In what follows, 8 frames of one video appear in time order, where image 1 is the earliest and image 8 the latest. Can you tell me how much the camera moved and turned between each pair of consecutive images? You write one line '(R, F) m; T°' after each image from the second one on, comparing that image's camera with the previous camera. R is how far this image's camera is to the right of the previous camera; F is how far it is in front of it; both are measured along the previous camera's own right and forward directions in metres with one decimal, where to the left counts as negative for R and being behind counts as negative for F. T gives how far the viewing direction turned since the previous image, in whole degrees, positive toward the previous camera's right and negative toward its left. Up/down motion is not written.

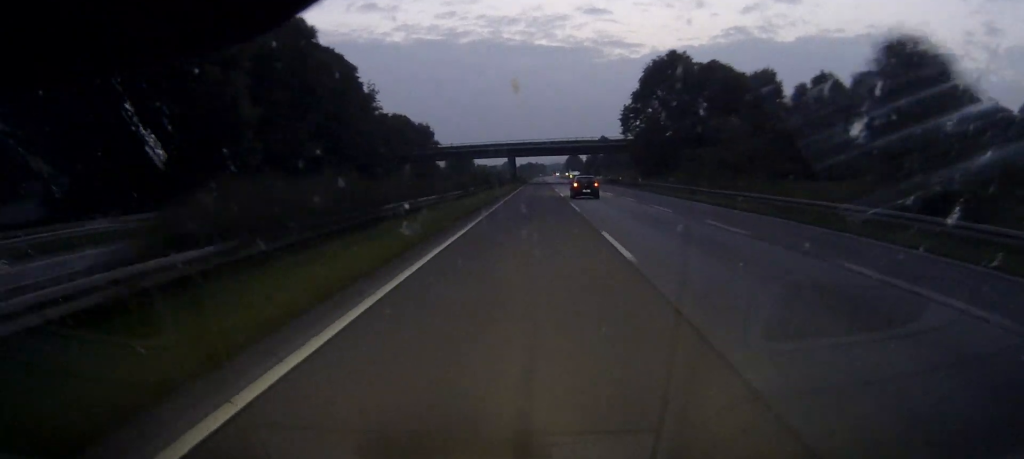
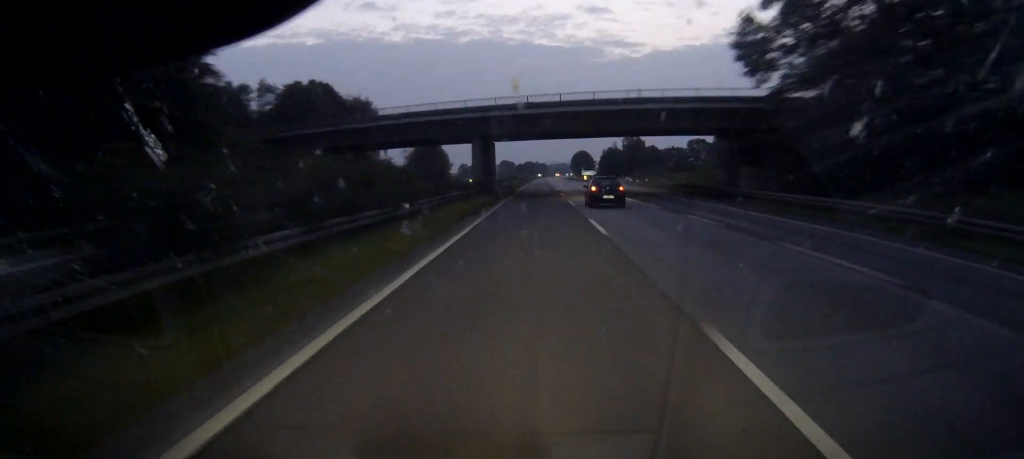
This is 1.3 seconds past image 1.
(0.0, +68.2) m; 0°
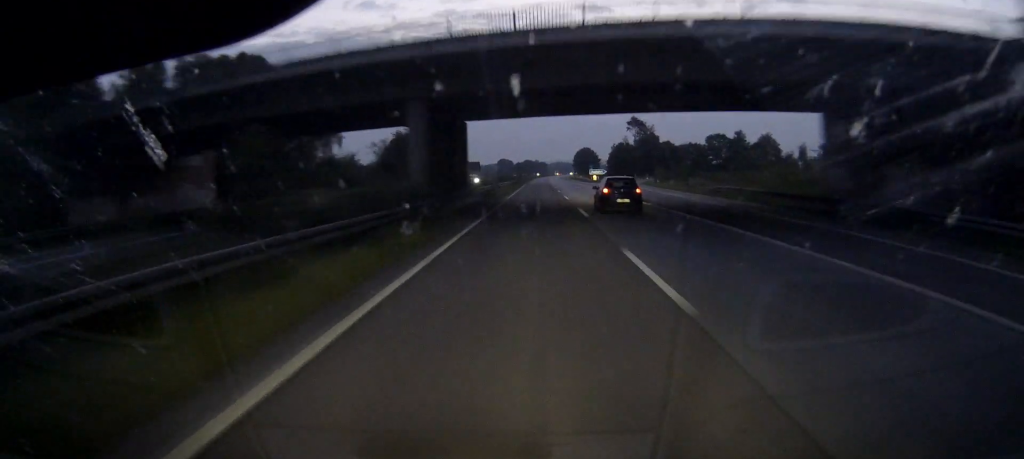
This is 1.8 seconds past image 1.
(0.0, +28.8) m; 0°
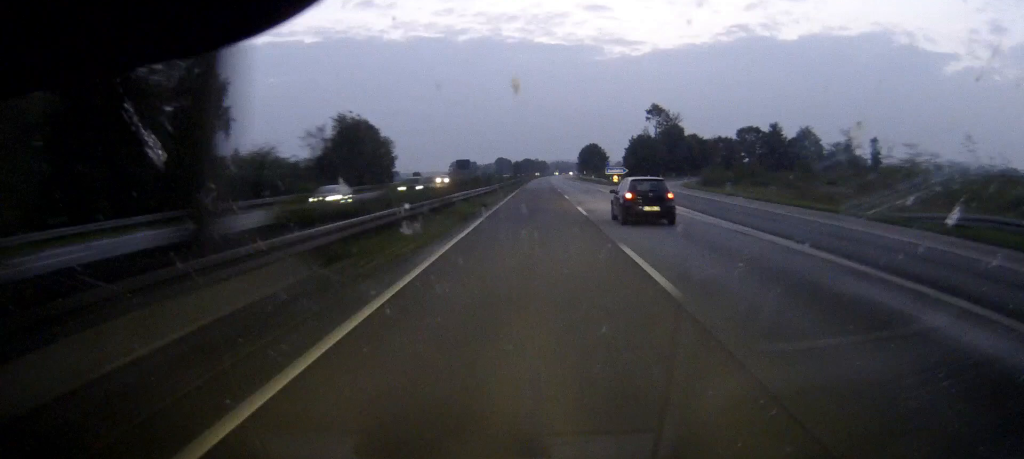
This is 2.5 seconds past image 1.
(0.0, +36.1) m; 0°
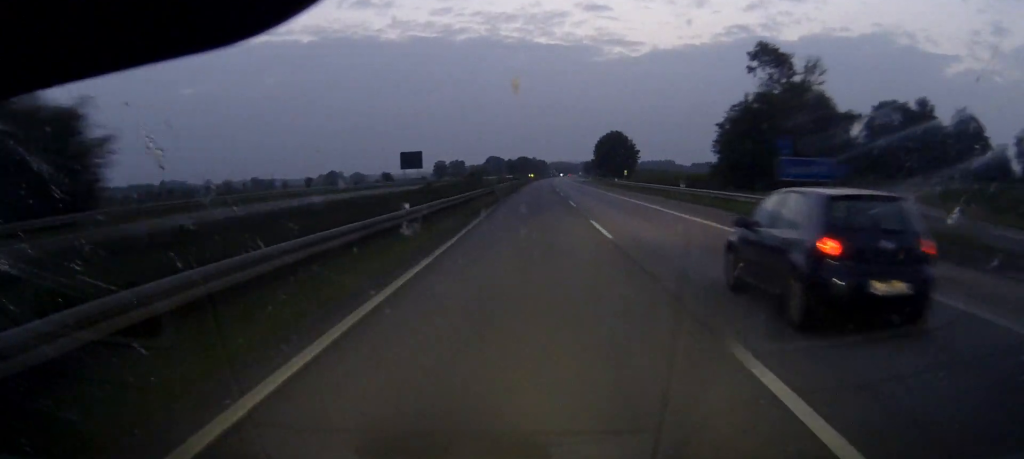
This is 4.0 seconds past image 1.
(+0.1, +83.0) m; 0°
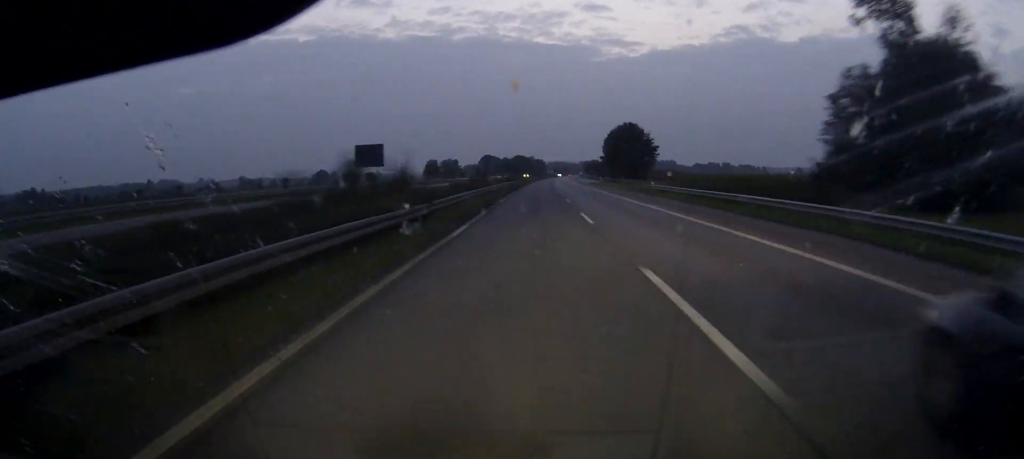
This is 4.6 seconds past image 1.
(-0.1, +30.8) m; 0°
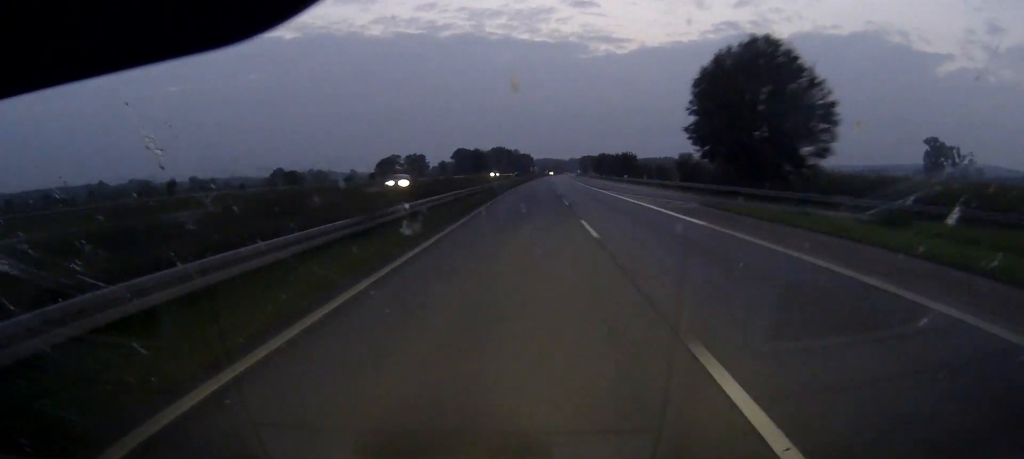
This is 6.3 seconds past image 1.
(+1.0, +96.0) m; +1°
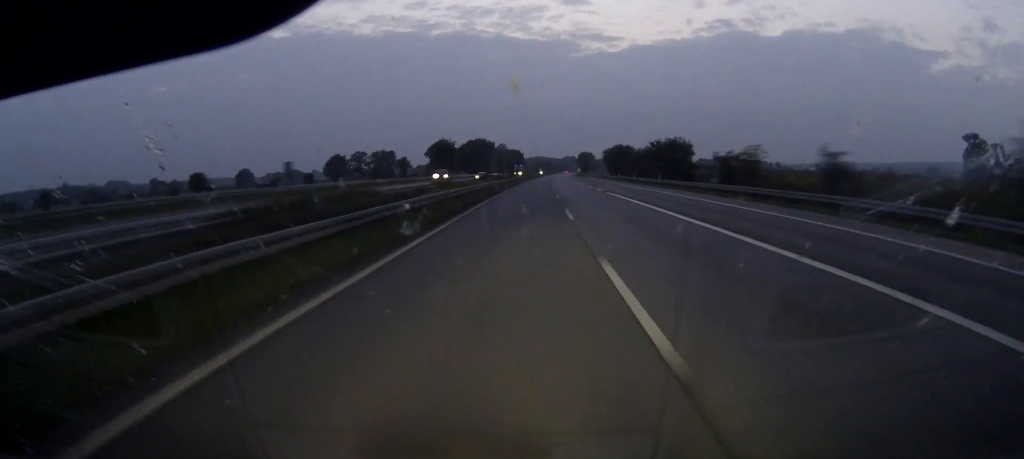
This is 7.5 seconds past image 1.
(+0.2, +64.8) m; 0°
